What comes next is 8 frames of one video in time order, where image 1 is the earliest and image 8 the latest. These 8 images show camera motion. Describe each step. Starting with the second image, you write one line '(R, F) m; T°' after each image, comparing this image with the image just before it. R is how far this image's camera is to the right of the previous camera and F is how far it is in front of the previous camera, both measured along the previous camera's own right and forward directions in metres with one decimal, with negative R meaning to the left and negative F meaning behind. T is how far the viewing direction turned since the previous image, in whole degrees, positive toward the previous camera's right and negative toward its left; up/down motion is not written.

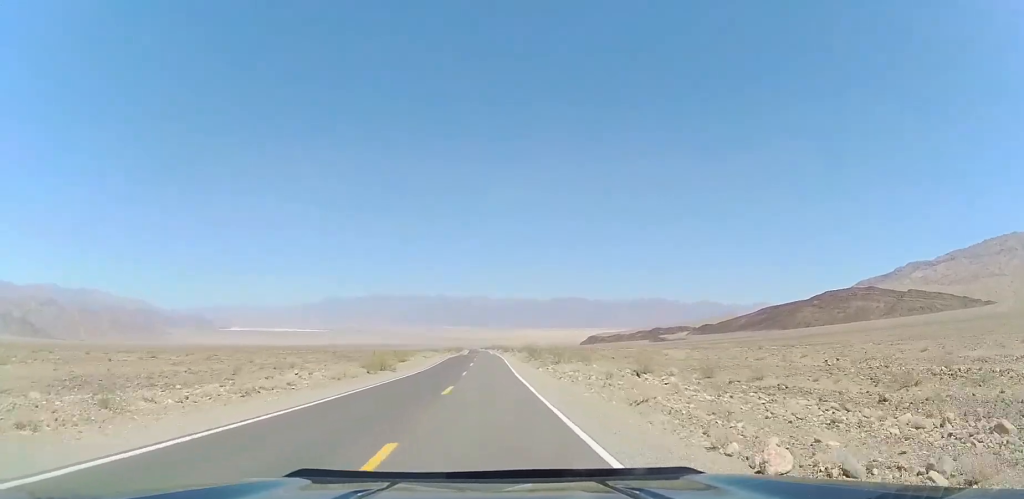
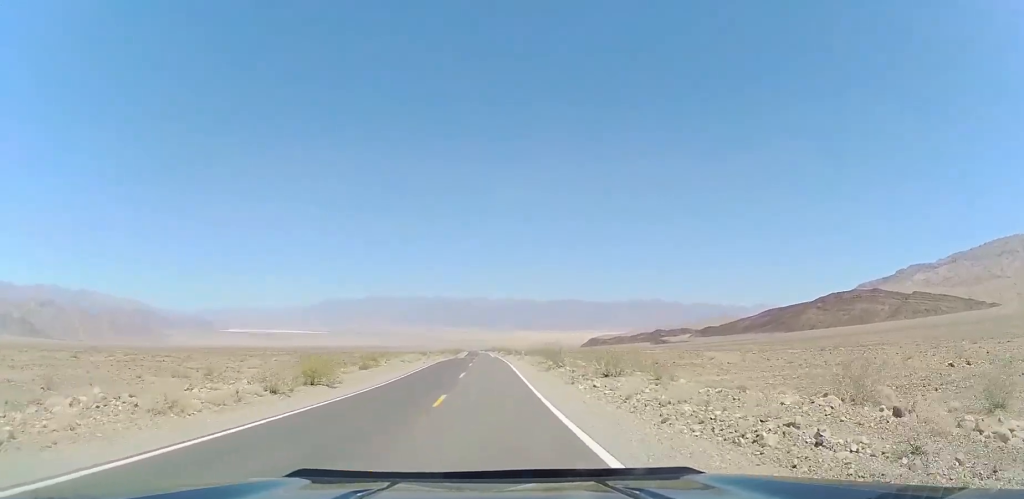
(0.0, +18.4) m; 0°
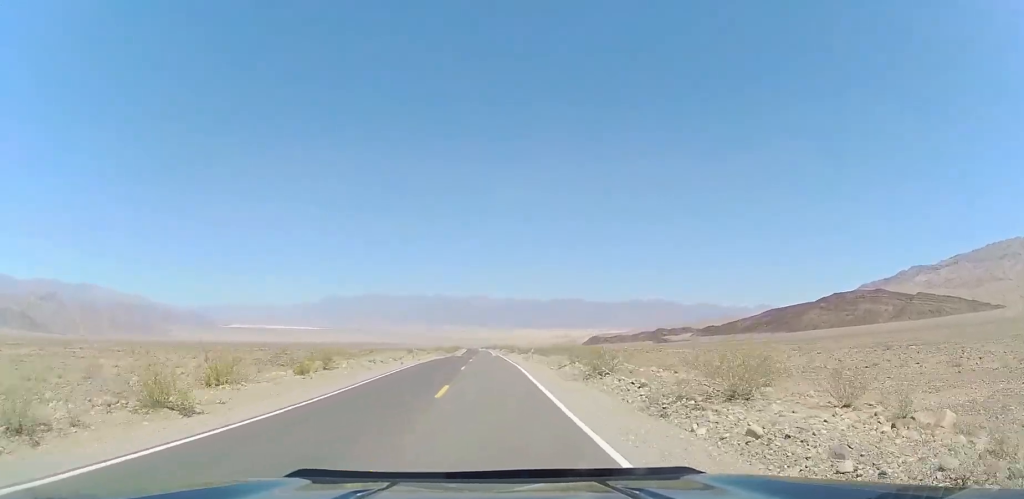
(0.0, +14.3) m; -1°
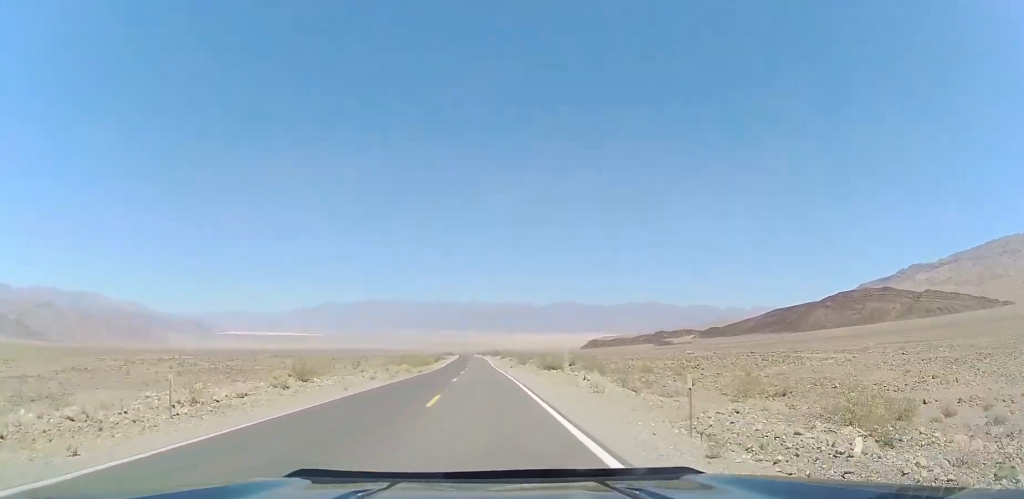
(-0.8, +44.7) m; -1°
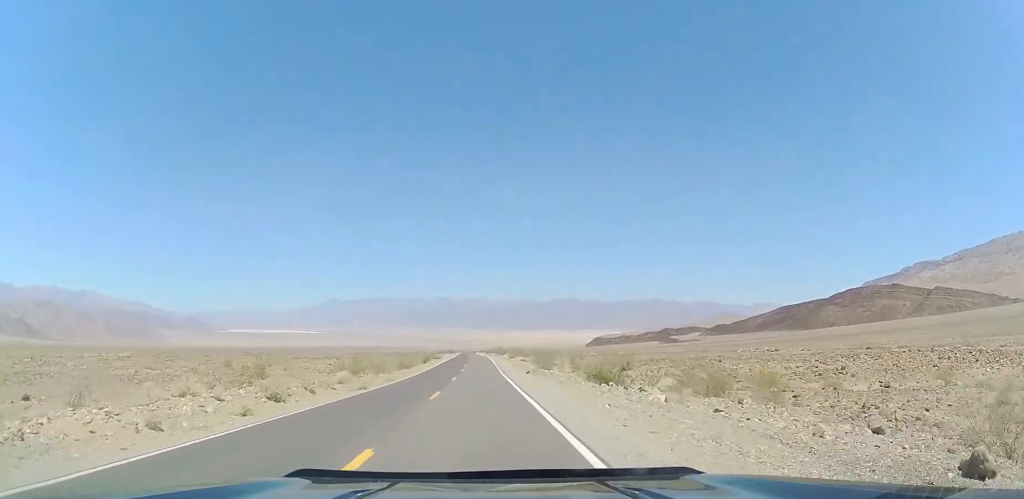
(+0.3, +26.3) m; 0°
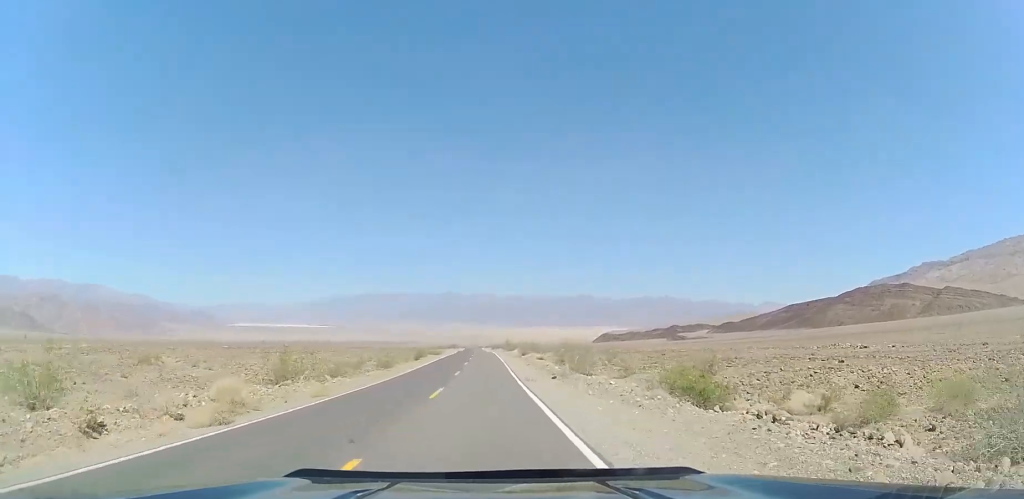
(-0.3, +16.1) m; 0°
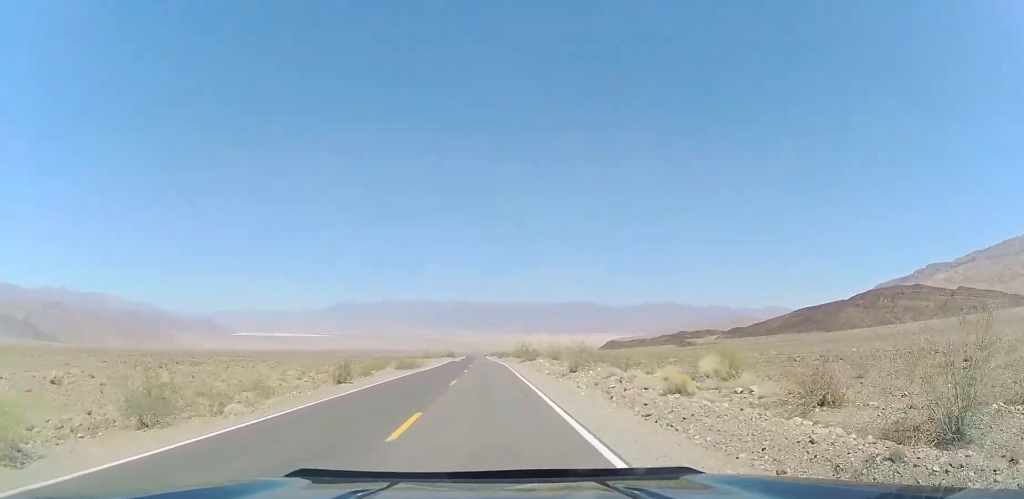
(+0.4, +37.9) m; 0°
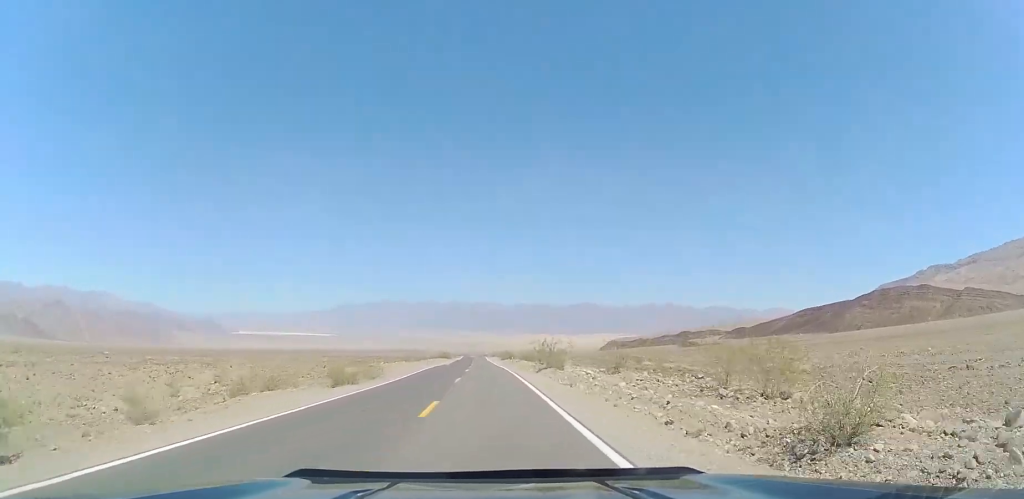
(-0.4, +25.3) m; -1°
